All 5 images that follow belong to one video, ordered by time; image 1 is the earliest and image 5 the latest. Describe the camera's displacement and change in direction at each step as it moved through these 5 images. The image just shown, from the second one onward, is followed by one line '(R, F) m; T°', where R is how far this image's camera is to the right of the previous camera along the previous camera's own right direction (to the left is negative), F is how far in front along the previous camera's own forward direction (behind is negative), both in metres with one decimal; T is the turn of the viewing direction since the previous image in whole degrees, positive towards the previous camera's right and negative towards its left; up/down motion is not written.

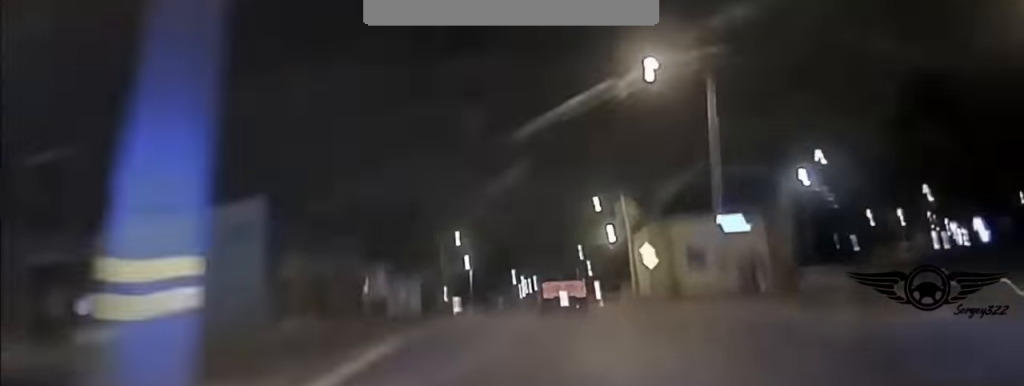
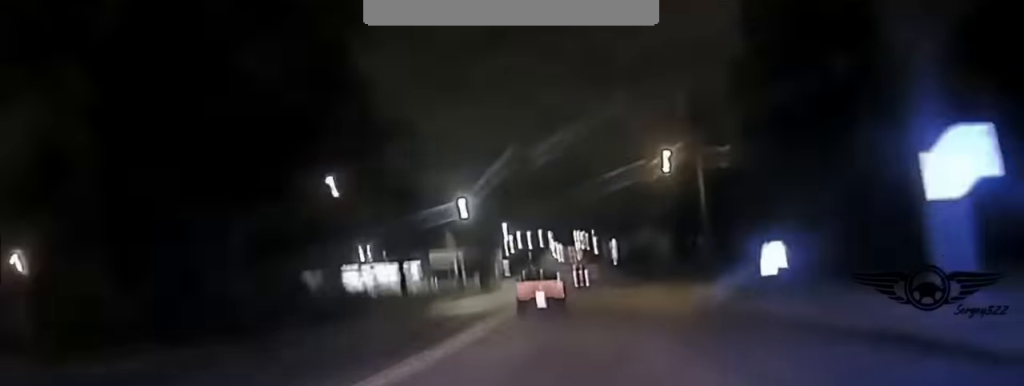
(-1.6, +139.8) m; -1°
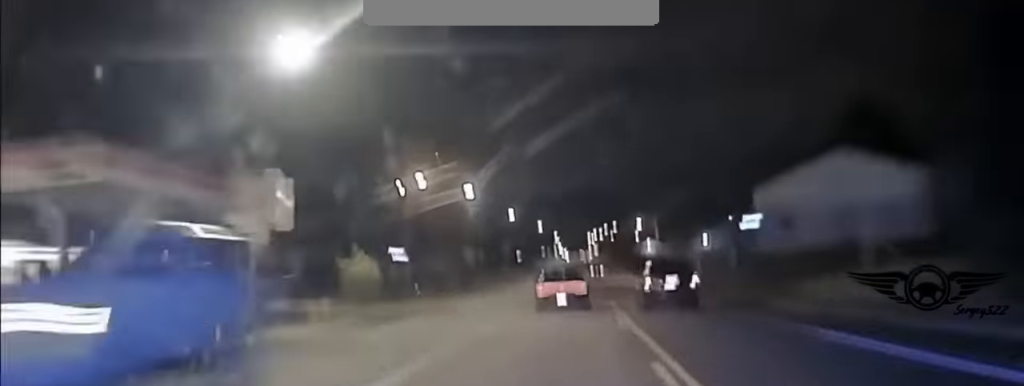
(-0.9, +118.3) m; -1°
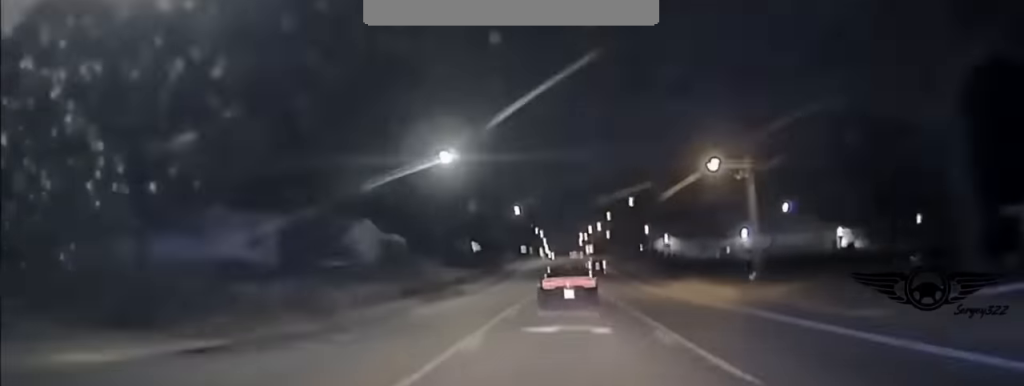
(+0.1, +56.4) m; 0°
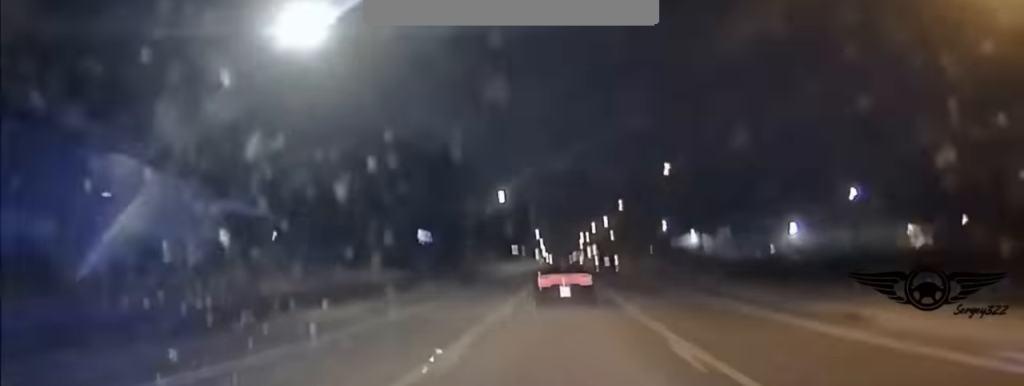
(0.0, +33.9) m; 0°
